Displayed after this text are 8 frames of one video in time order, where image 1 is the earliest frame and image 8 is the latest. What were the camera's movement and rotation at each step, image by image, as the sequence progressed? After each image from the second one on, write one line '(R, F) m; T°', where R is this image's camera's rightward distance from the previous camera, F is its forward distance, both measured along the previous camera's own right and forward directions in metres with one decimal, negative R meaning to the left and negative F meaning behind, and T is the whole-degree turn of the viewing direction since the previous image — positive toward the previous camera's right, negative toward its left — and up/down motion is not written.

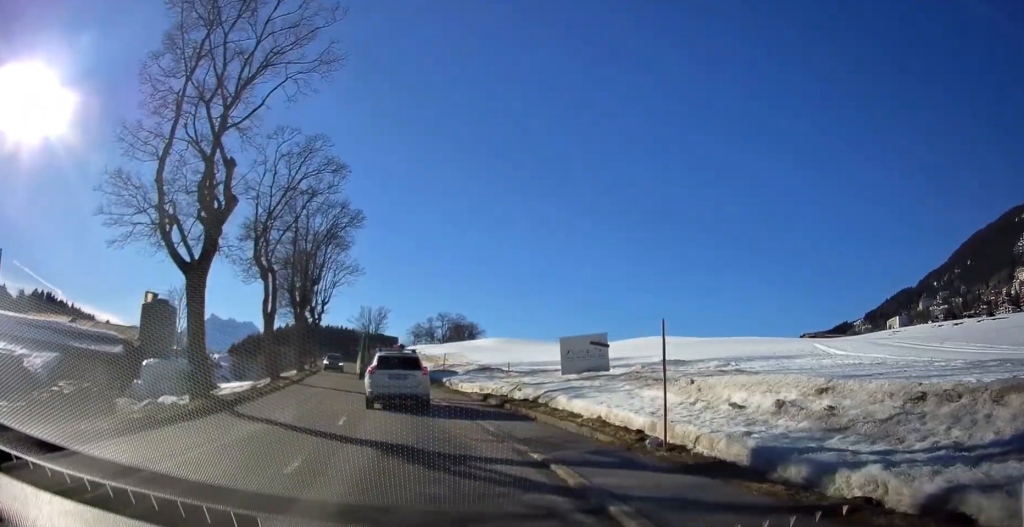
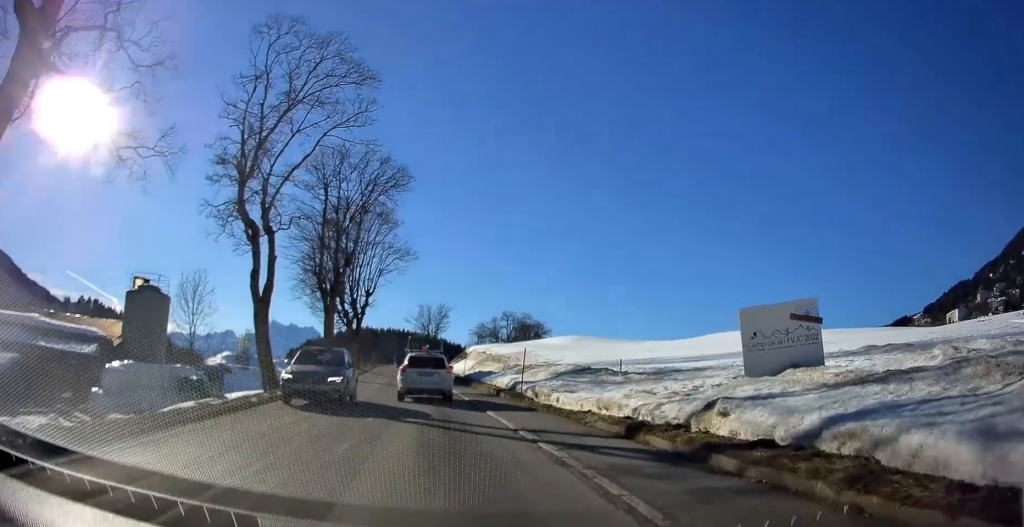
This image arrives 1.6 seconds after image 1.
(-0.4, +10.8) m; -5°
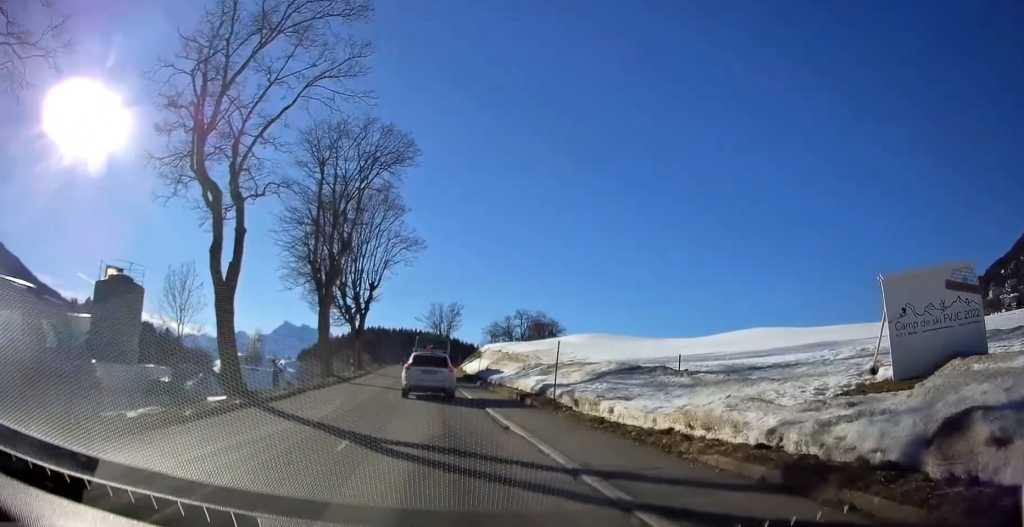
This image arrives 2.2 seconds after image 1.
(-0.1, +4.6) m; -2°
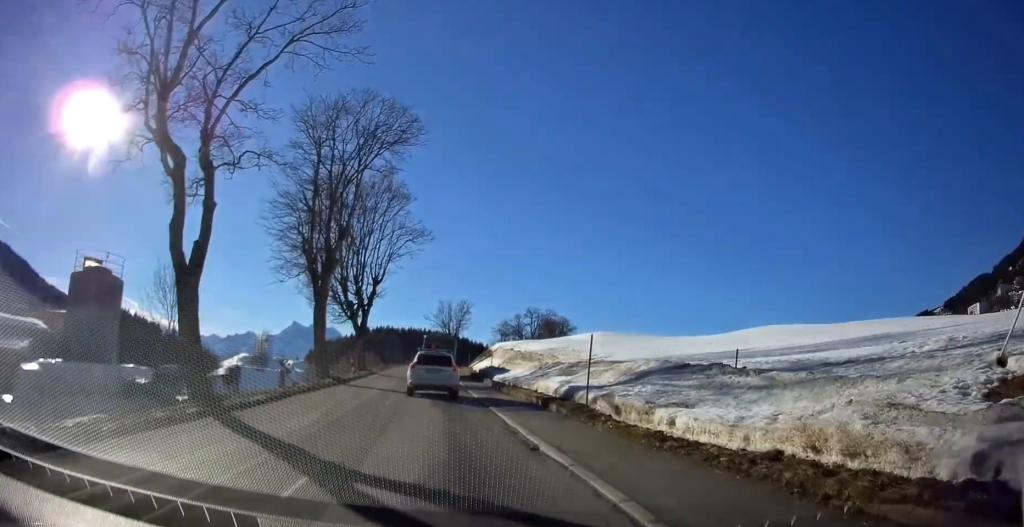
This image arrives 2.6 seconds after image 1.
(0.0, +3.2) m; -1°
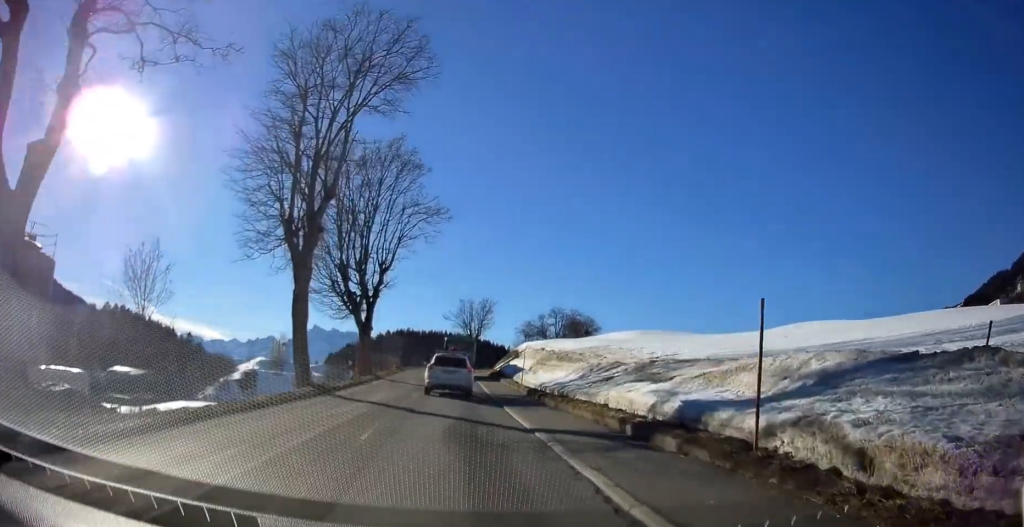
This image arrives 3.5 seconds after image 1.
(-0.2, +7.8) m; -2°
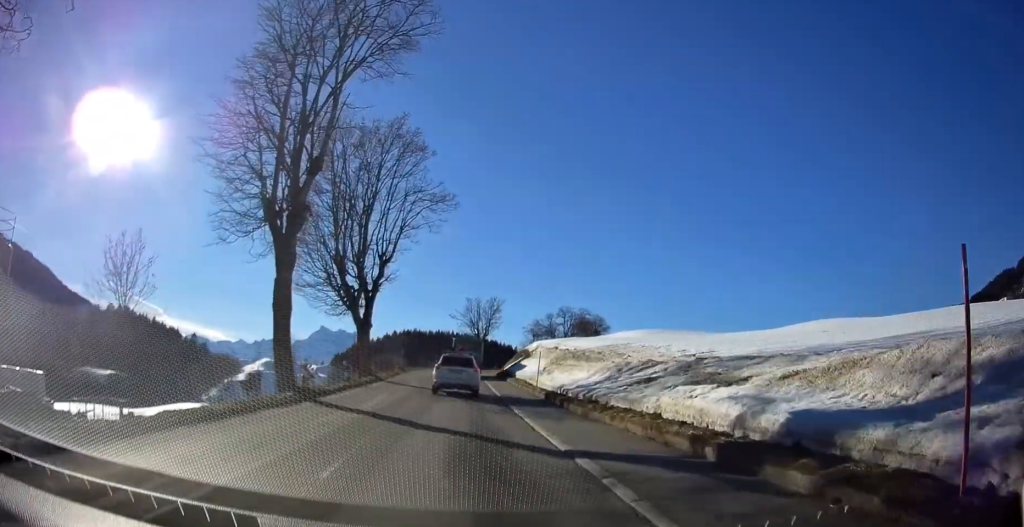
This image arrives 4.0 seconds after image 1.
(-0.1, +3.6) m; -1°
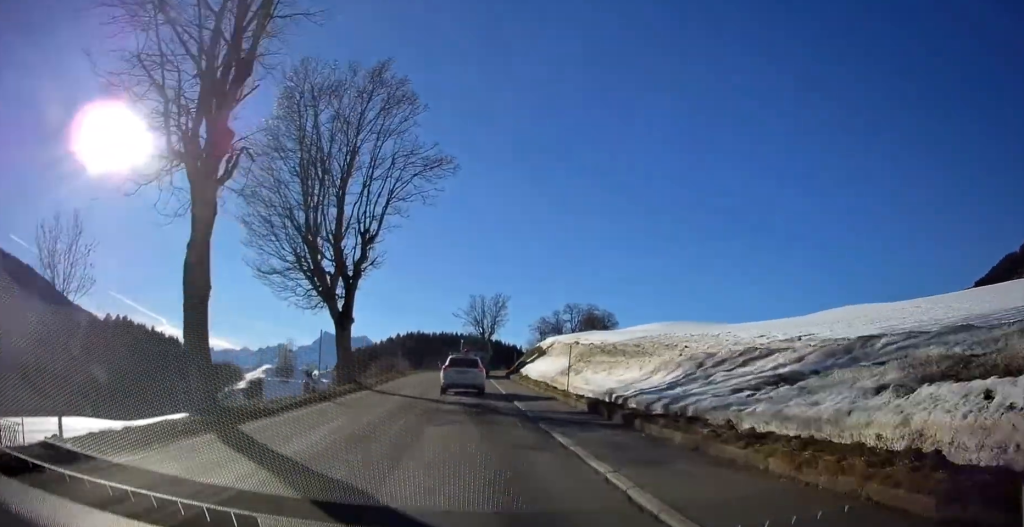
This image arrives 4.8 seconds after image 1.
(0.0, +6.9) m; 0°
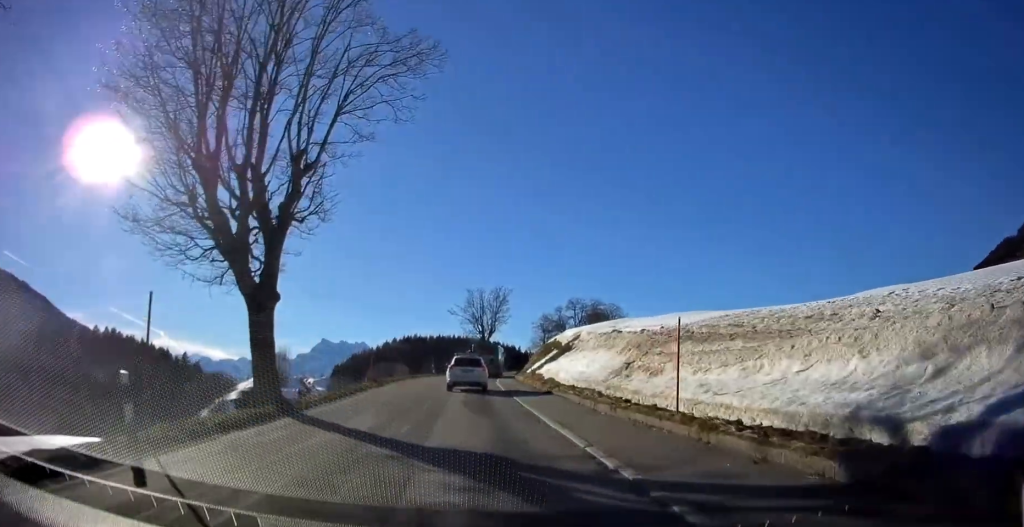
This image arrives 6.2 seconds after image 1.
(+0.1, +11.6) m; +1°
